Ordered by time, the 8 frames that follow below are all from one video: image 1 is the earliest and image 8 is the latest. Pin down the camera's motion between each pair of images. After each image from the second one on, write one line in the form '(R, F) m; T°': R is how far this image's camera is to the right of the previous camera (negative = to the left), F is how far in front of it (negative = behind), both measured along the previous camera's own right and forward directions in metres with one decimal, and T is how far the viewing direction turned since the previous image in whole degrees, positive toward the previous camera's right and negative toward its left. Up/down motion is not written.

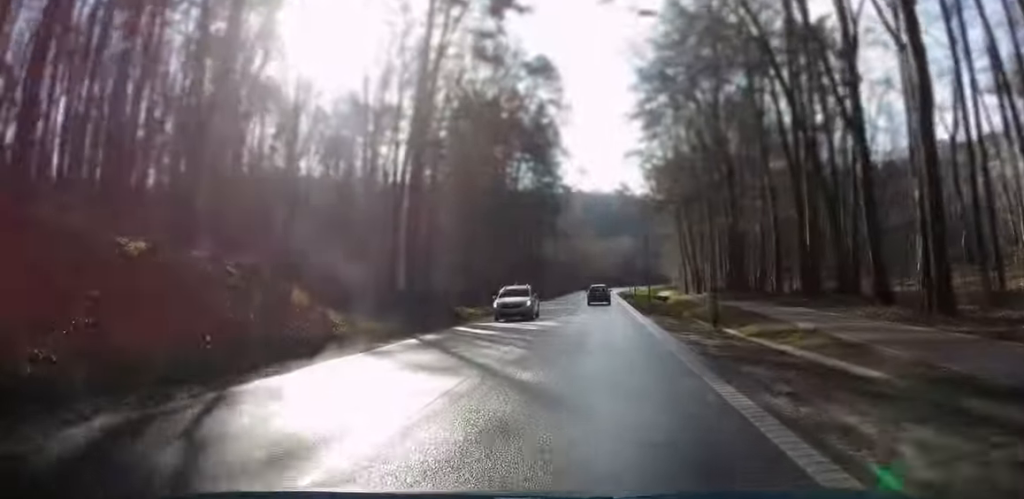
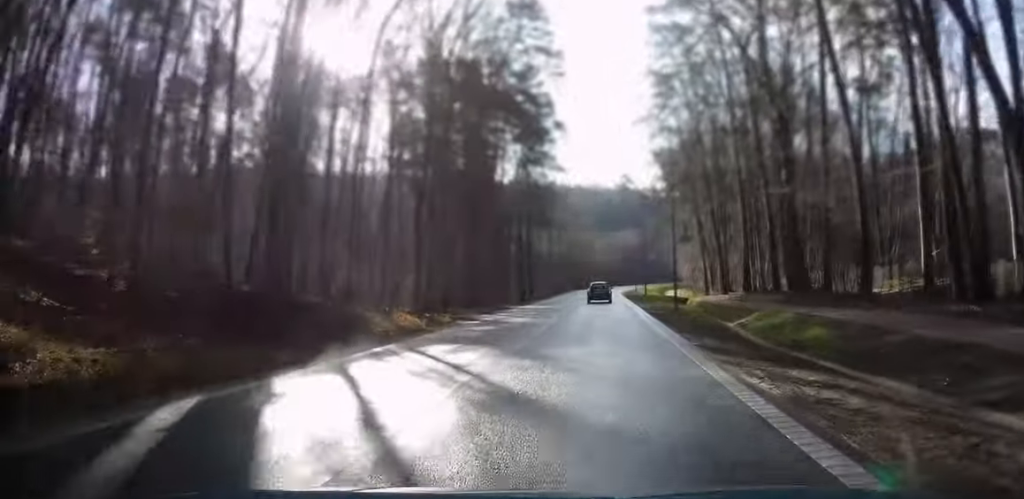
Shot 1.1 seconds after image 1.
(+0.2, +17.7) m; +1°
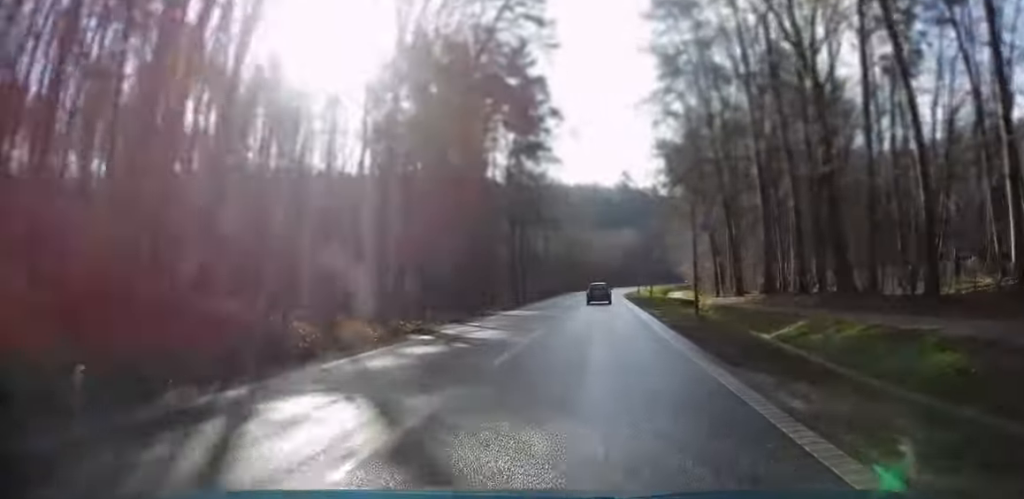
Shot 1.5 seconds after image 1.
(+0.2, +7.8) m; +1°
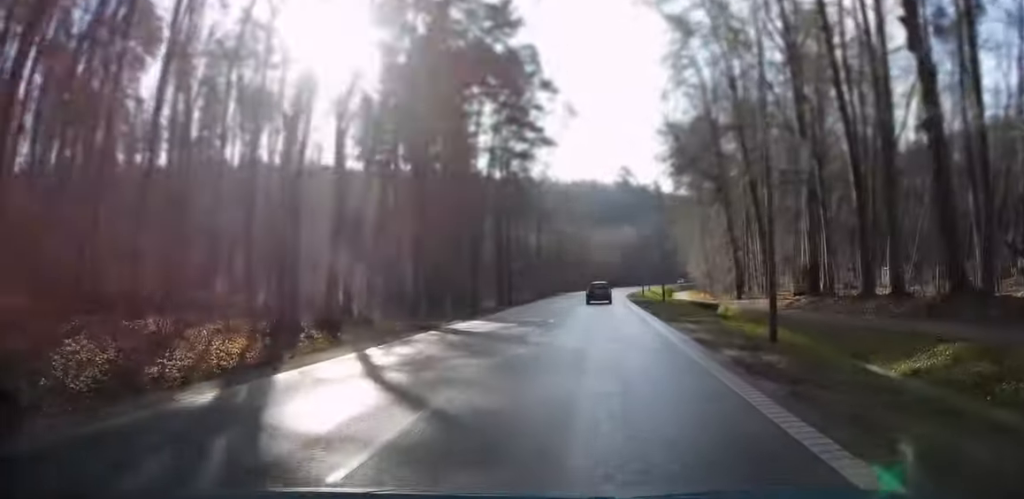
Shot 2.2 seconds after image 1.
(-0.2, +11.9) m; 0°
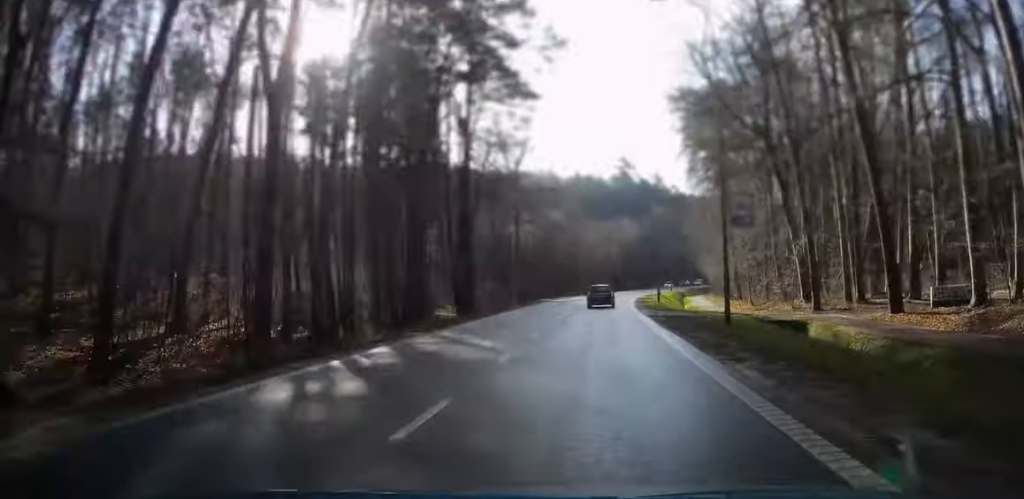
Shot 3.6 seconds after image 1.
(+0.2, +23.1) m; 0°
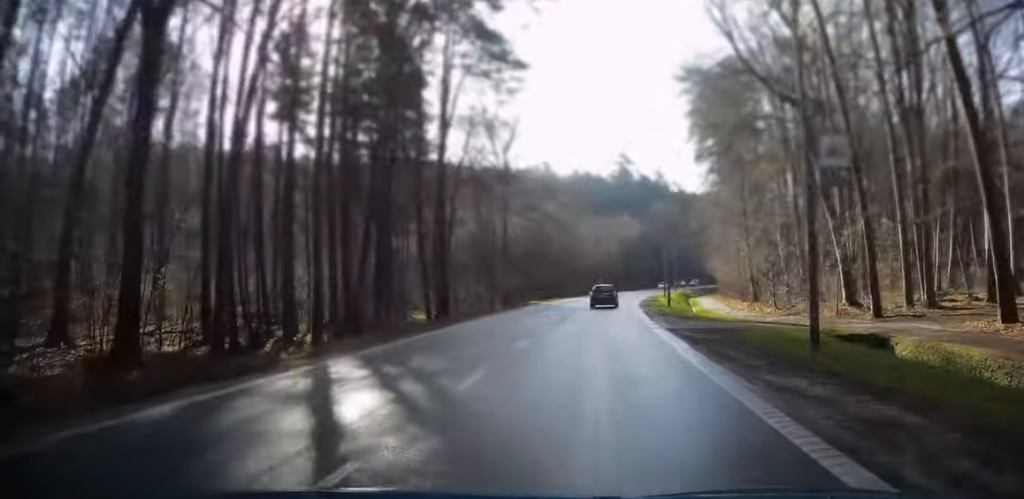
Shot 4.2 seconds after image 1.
(-0.2, +9.0) m; -1°
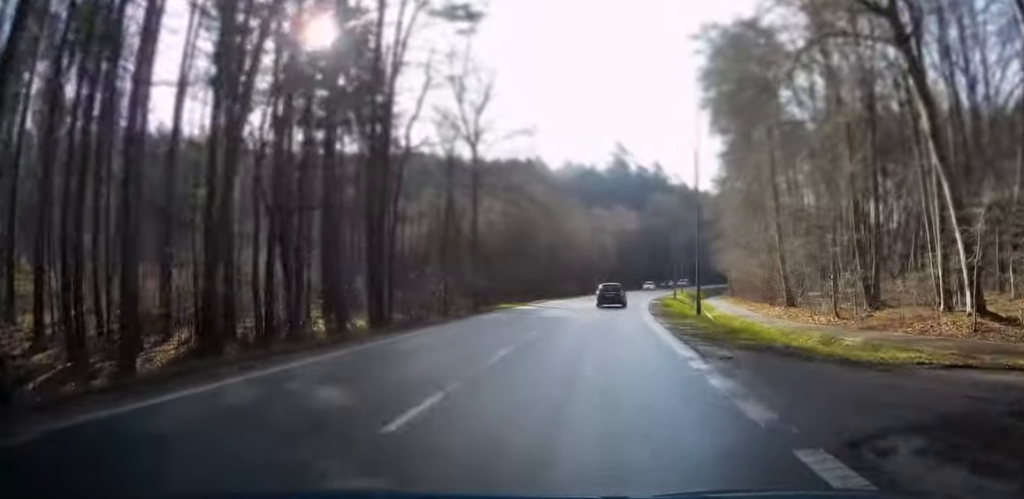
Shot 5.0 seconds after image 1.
(-0.2, +14.8) m; 0°
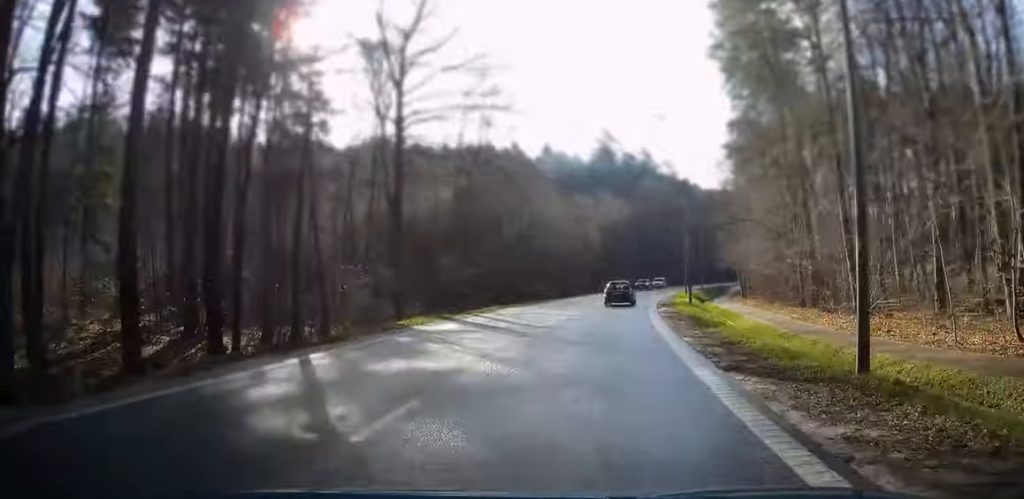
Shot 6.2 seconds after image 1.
(+0.4, +18.7) m; +2°
